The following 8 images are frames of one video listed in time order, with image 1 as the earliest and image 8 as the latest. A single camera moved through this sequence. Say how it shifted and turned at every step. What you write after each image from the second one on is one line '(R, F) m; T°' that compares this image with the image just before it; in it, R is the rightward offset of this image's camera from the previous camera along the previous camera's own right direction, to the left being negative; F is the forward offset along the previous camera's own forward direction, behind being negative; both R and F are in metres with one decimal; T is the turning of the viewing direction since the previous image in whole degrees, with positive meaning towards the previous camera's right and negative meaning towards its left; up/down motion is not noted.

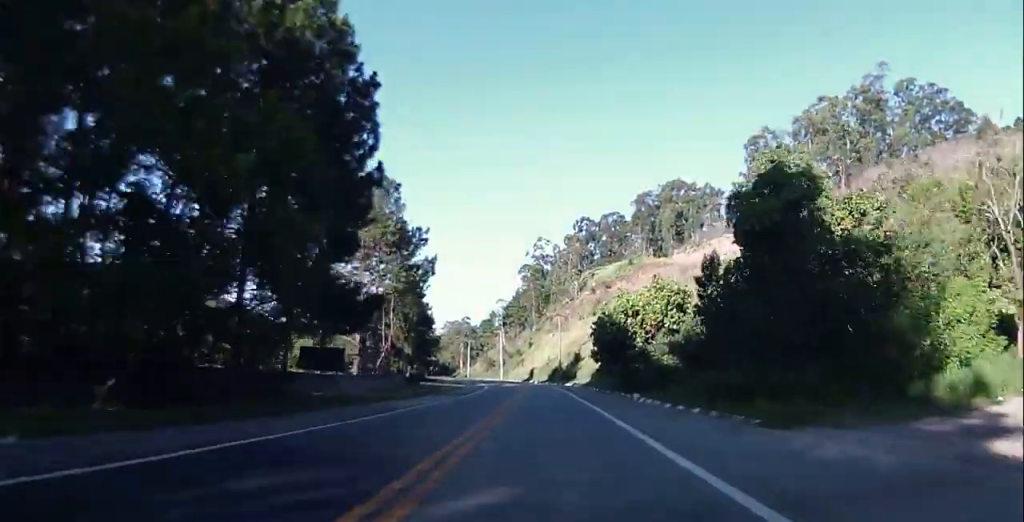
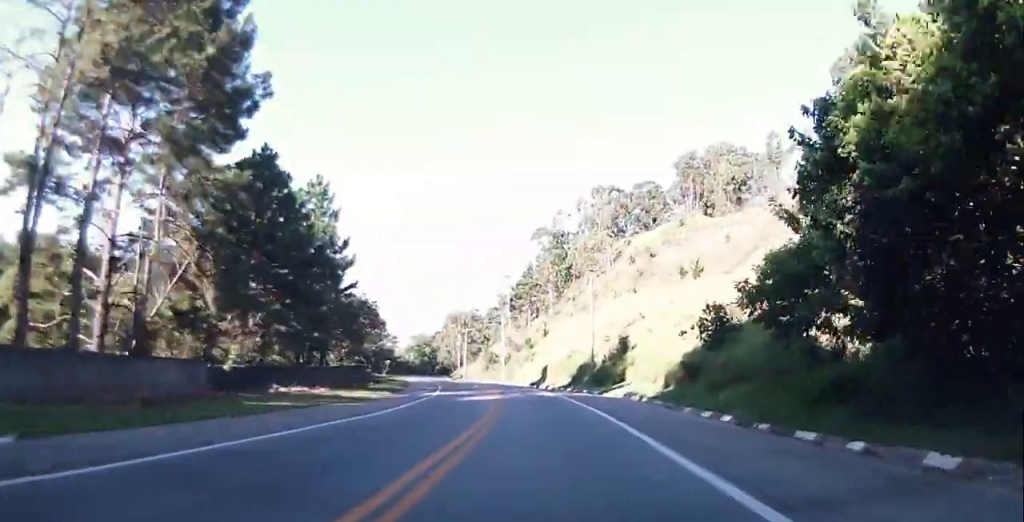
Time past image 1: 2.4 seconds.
(+0.1, +43.8) m; 0°
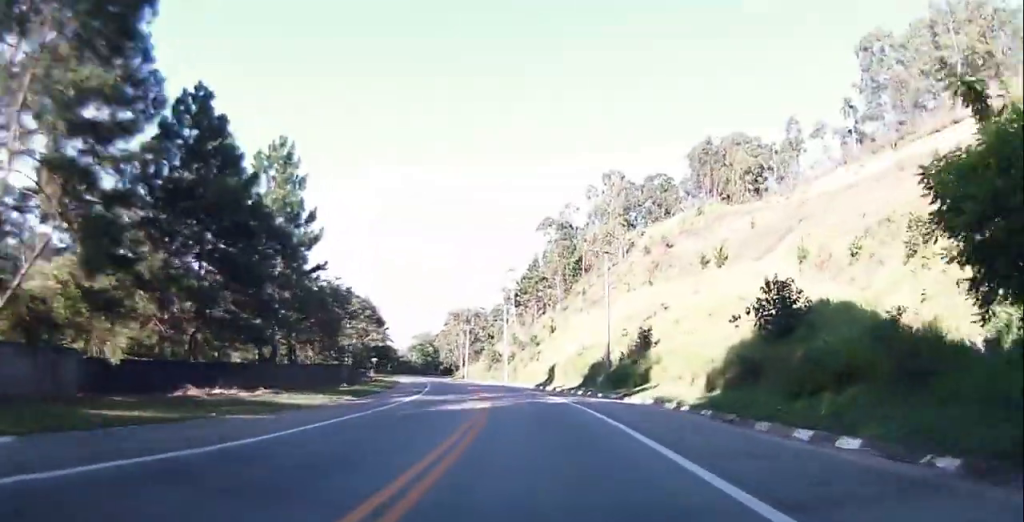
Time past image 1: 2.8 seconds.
(+0.1, +8.8) m; -1°
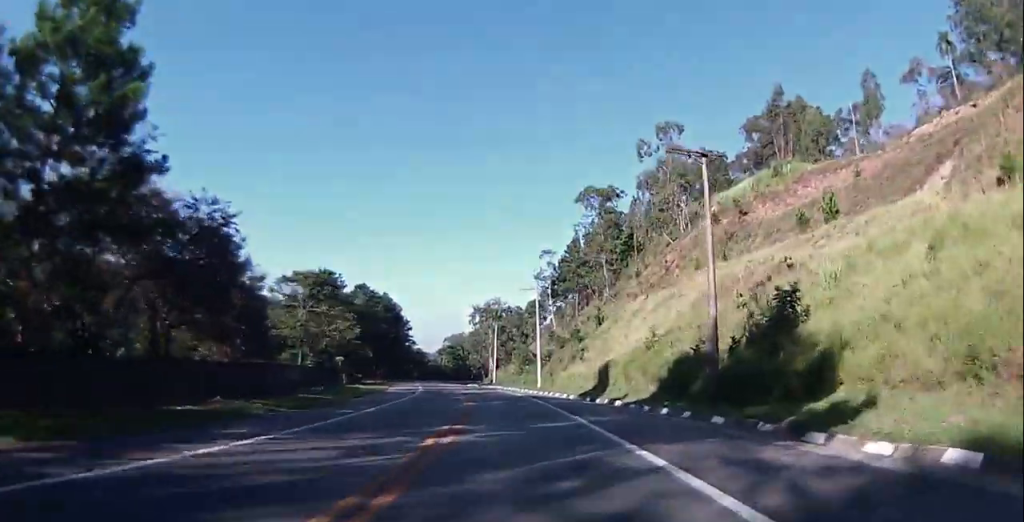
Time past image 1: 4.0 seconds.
(-0.4, +23.1) m; -3°
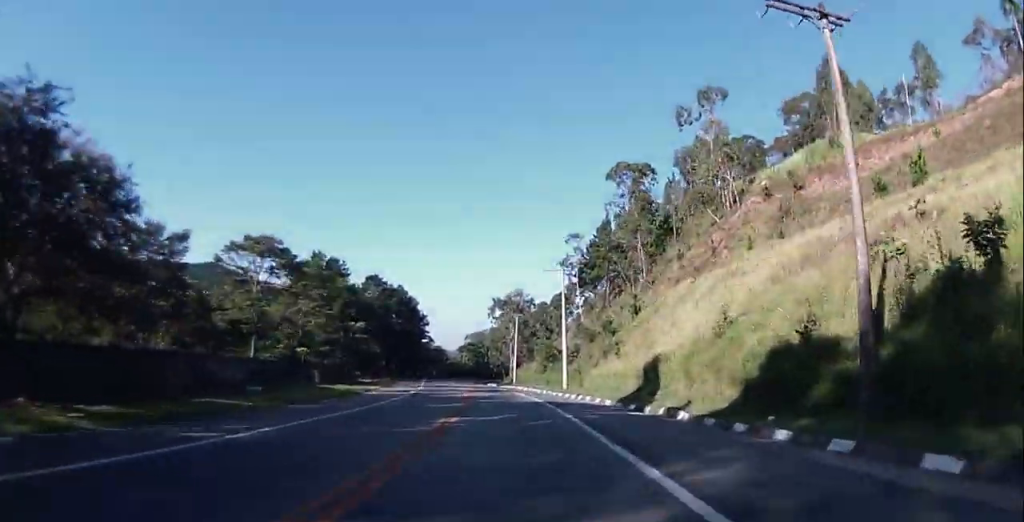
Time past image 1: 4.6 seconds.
(-0.4, +11.7) m; -2°
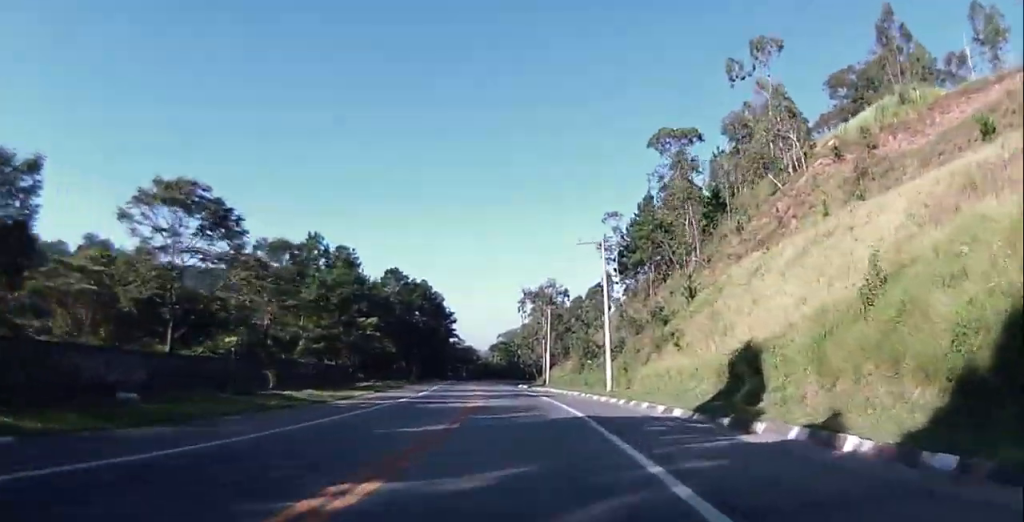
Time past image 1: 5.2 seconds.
(-0.2, +11.7) m; -2°
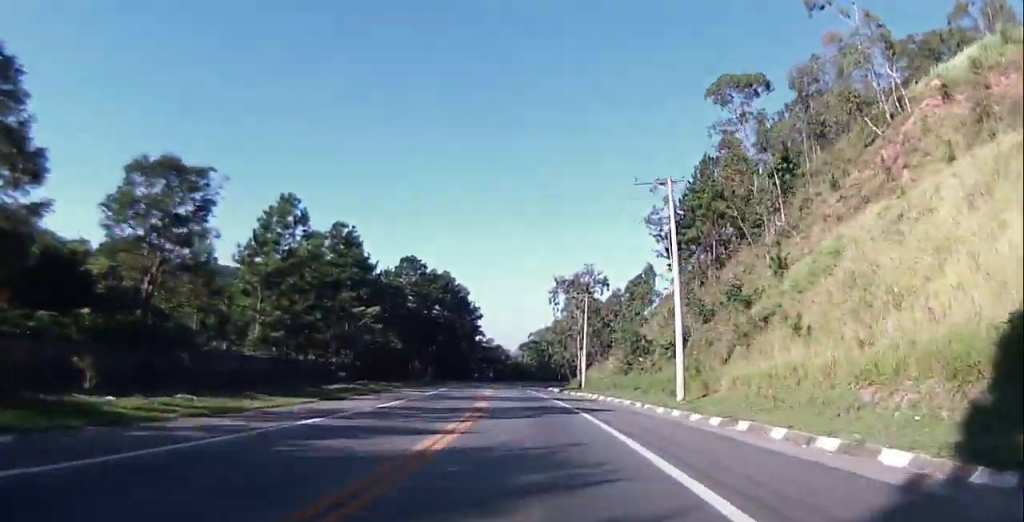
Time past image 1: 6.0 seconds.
(-0.3, +15.1) m; -2°
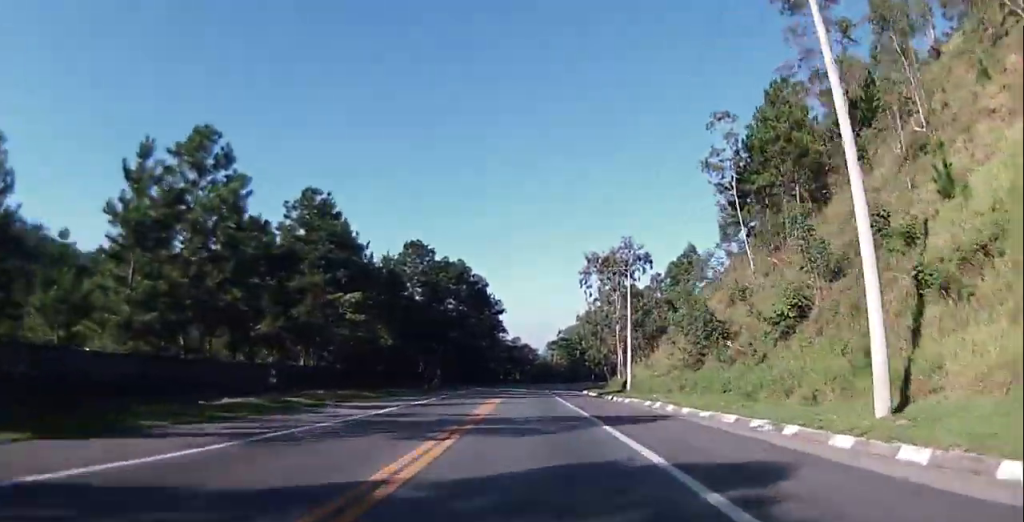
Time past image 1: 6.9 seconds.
(-0.3, +17.4) m; -3°
